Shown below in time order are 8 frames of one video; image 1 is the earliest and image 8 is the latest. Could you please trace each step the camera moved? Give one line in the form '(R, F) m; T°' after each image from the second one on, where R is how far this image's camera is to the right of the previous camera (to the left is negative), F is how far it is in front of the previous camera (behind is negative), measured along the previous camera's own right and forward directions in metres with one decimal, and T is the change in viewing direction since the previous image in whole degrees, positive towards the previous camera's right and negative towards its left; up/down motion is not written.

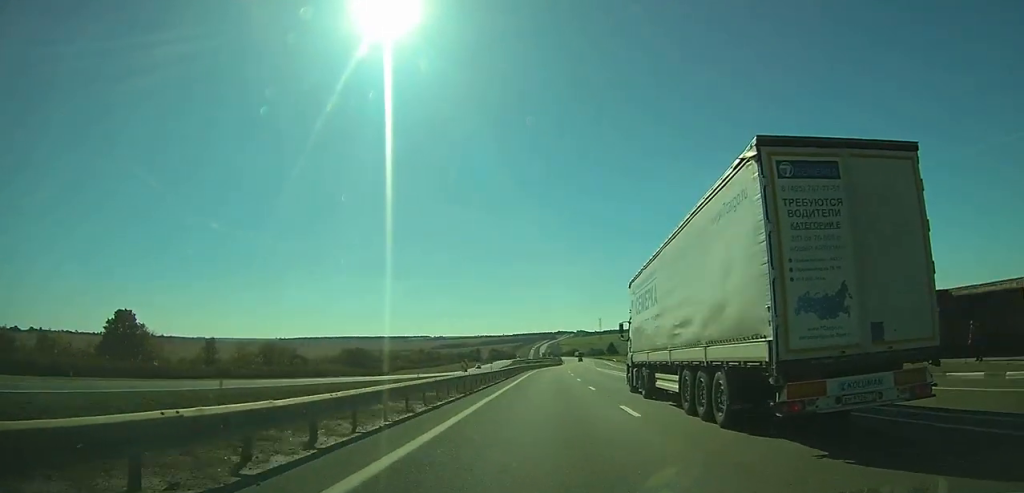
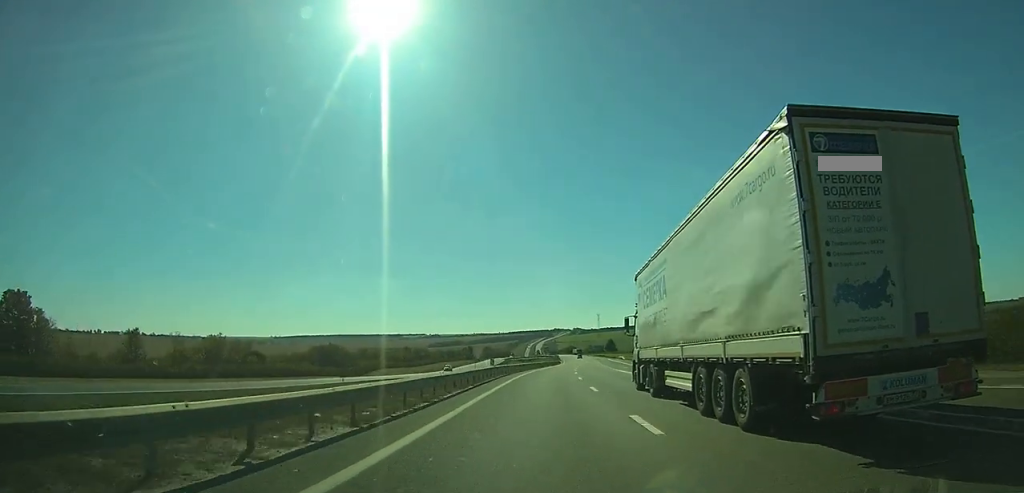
(+0.1, +28.3) m; 0°
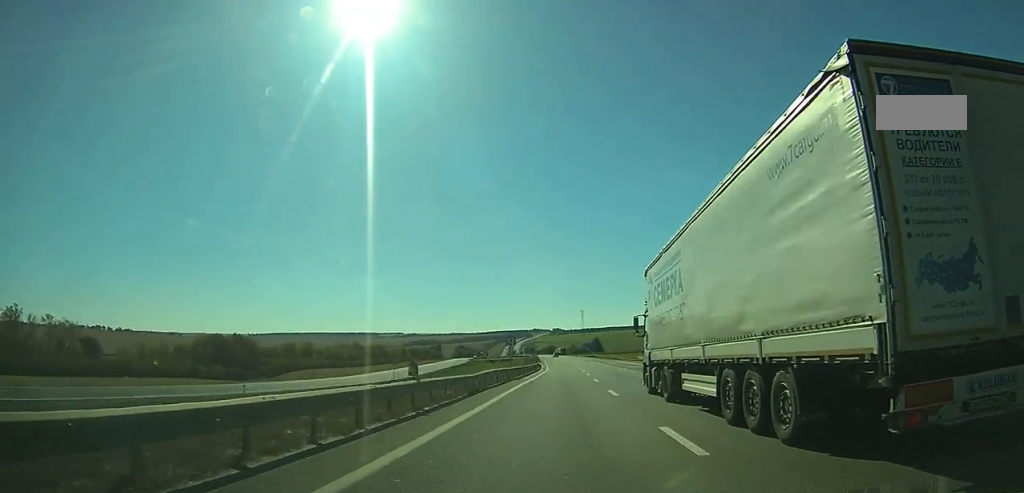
(+0.5, +63.0) m; +1°
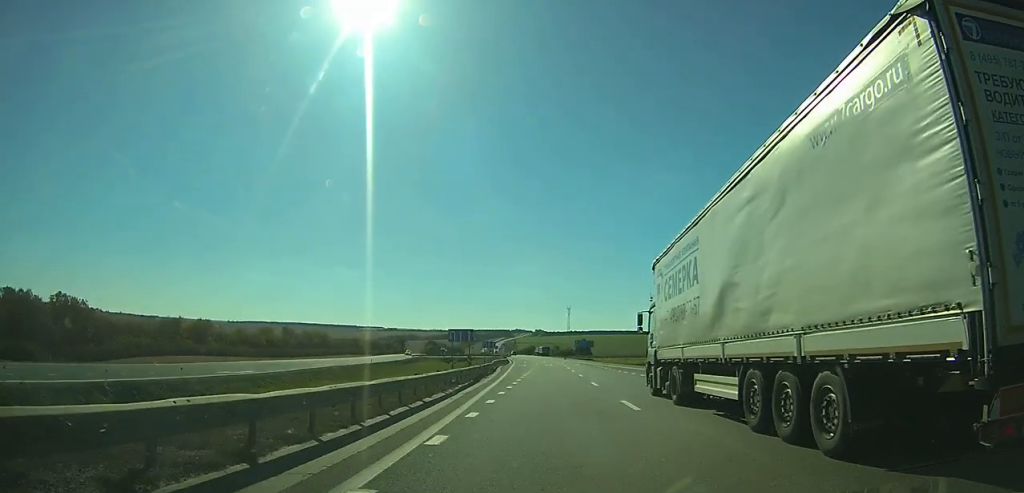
(+1.0, +65.8) m; +1°
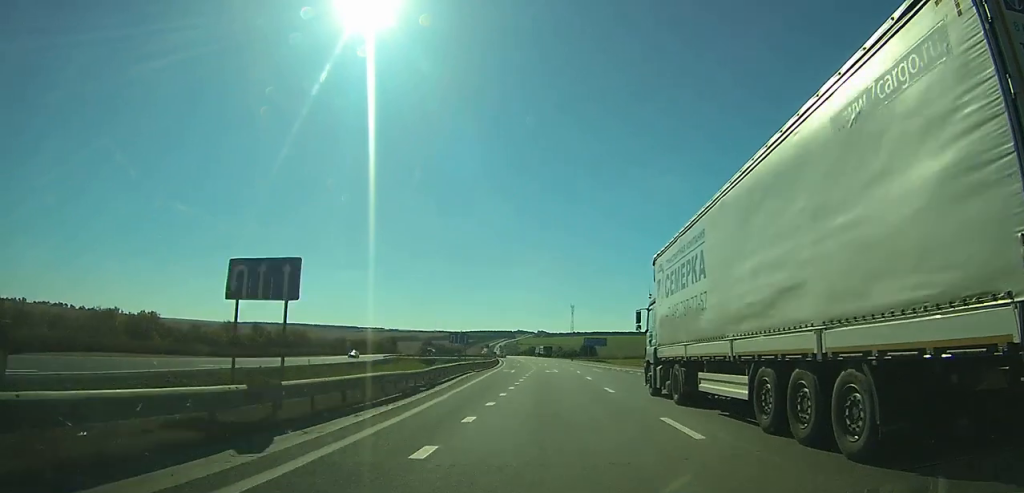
(+0.1, +29.0) m; 0°
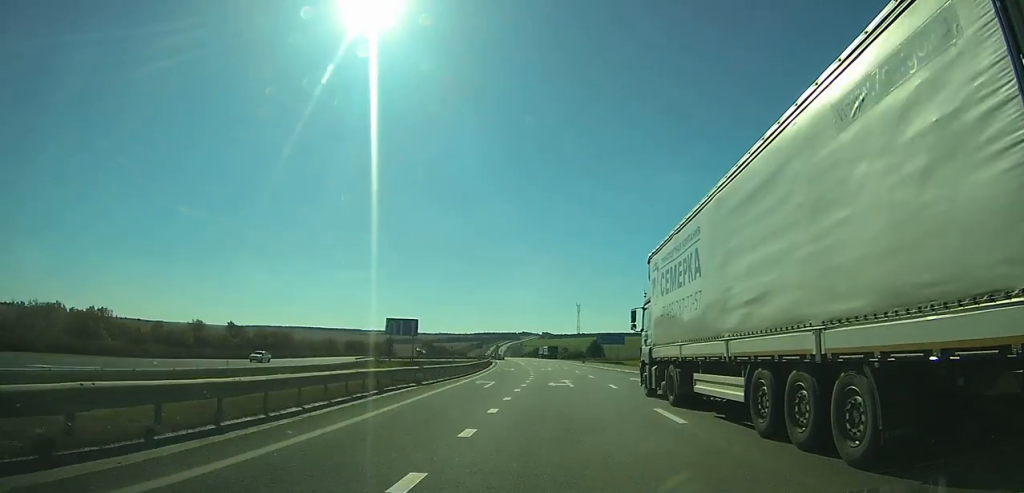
(+0.1, +21.8) m; 0°
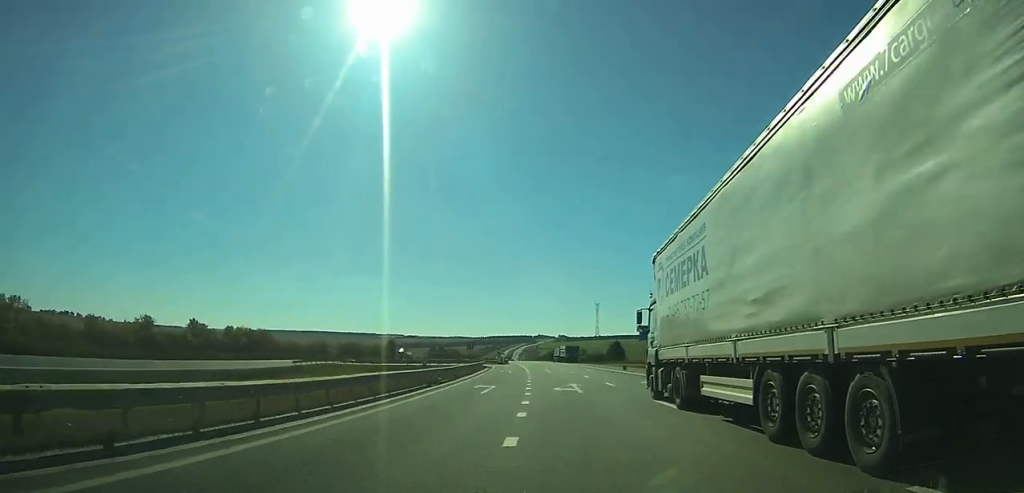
(-0.1, +32.6) m; -1°
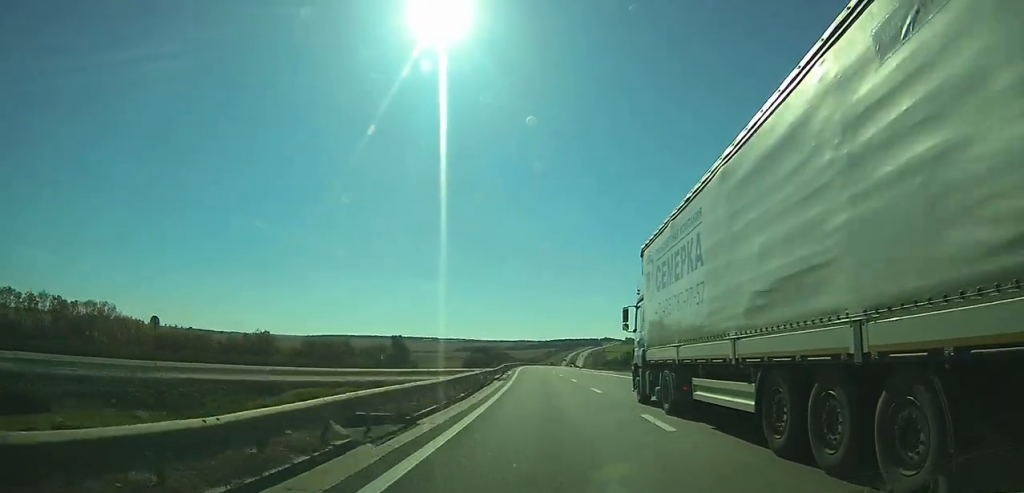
(-4.5, +111.5) m; -5°
